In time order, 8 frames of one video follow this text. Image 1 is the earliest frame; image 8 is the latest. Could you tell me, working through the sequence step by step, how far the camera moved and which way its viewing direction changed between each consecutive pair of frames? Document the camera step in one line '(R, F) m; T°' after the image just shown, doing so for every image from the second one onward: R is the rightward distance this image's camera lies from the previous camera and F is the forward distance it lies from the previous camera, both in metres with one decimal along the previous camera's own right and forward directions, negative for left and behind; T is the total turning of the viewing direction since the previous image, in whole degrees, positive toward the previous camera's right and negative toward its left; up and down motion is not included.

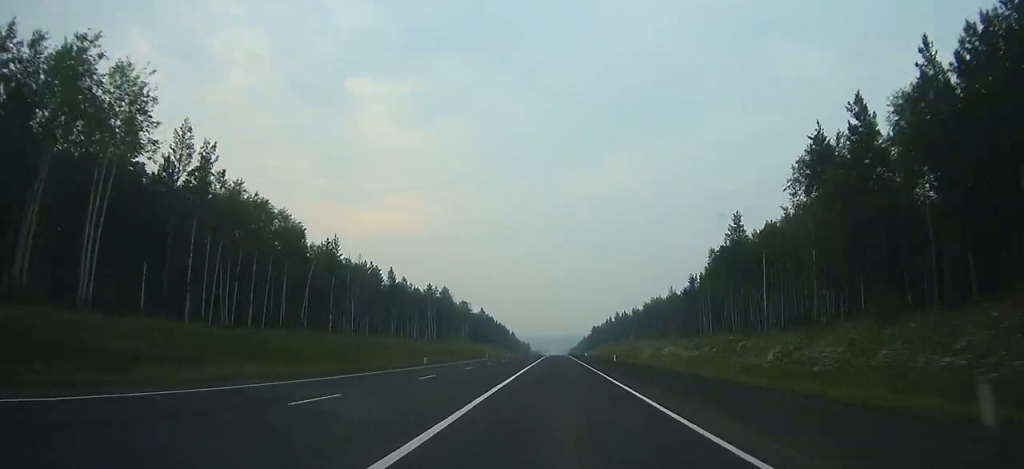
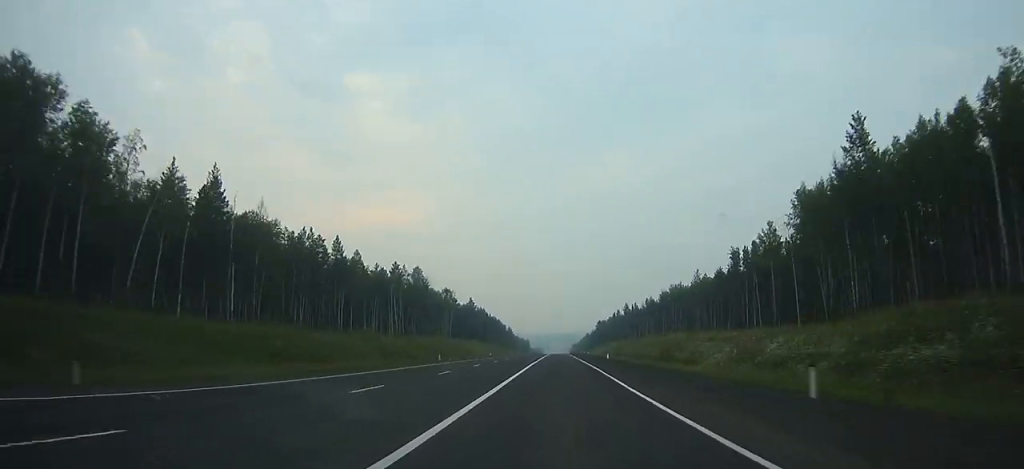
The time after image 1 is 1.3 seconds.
(0.0, +44.2) m; 0°
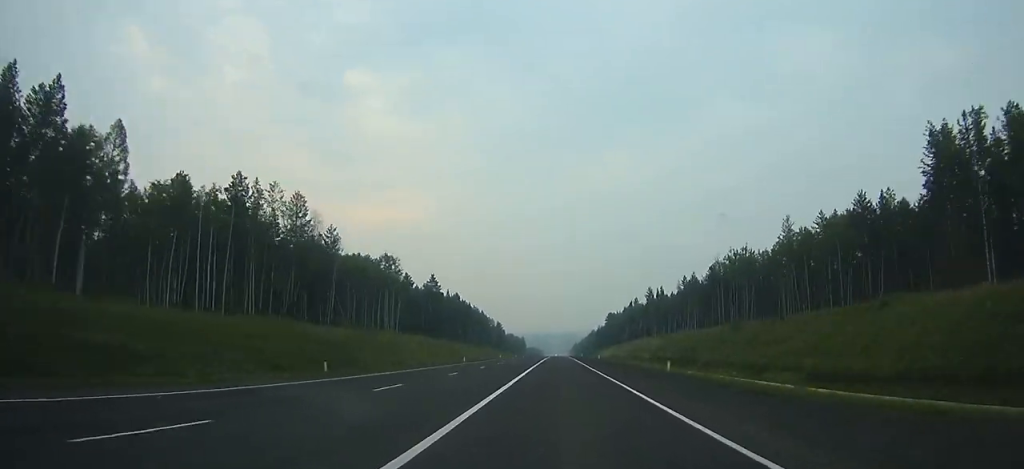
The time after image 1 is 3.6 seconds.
(-0.1, +79.1) m; 0°
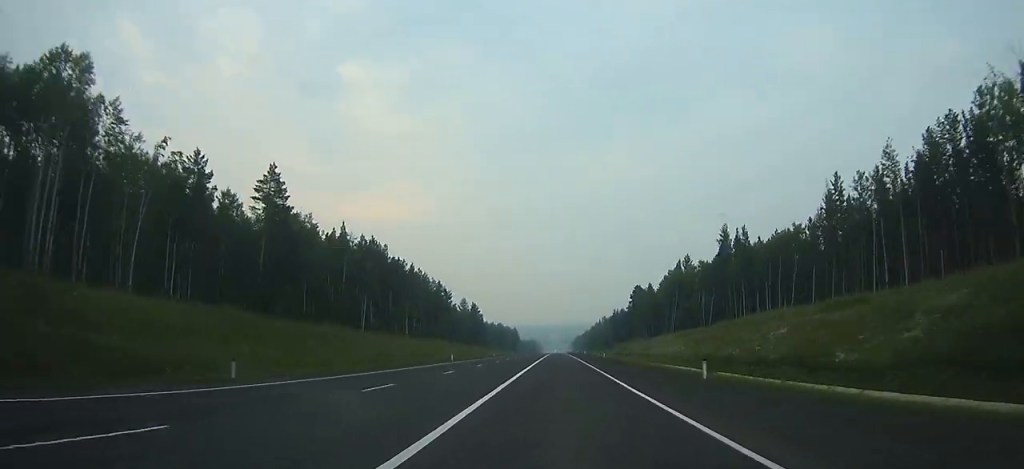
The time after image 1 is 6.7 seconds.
(0.0, +113.1) m; 0°
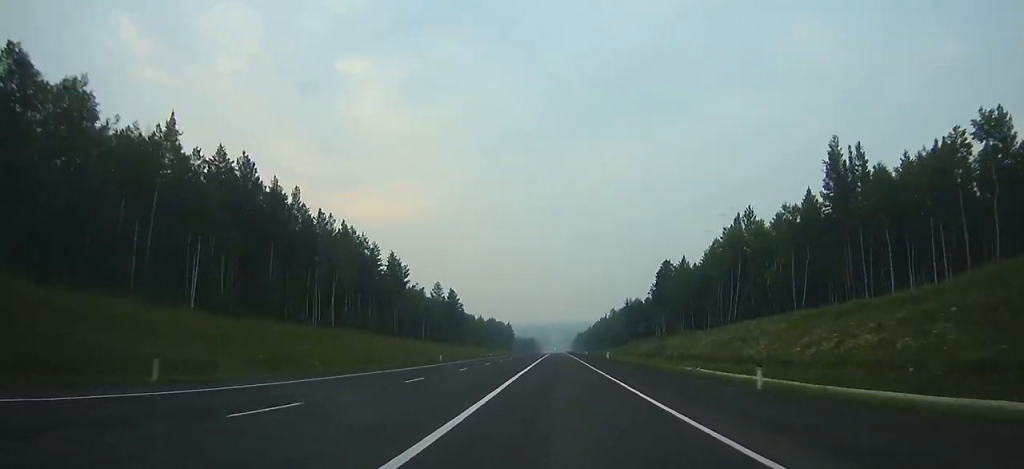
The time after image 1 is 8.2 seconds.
(-0.1, +55.2) m; 0°
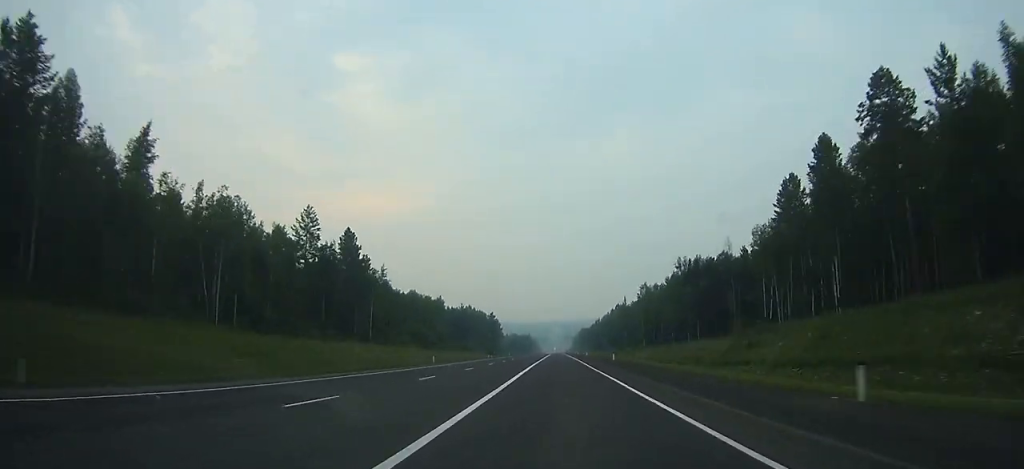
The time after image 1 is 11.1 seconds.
(+0.1, +106.0) m; 0°
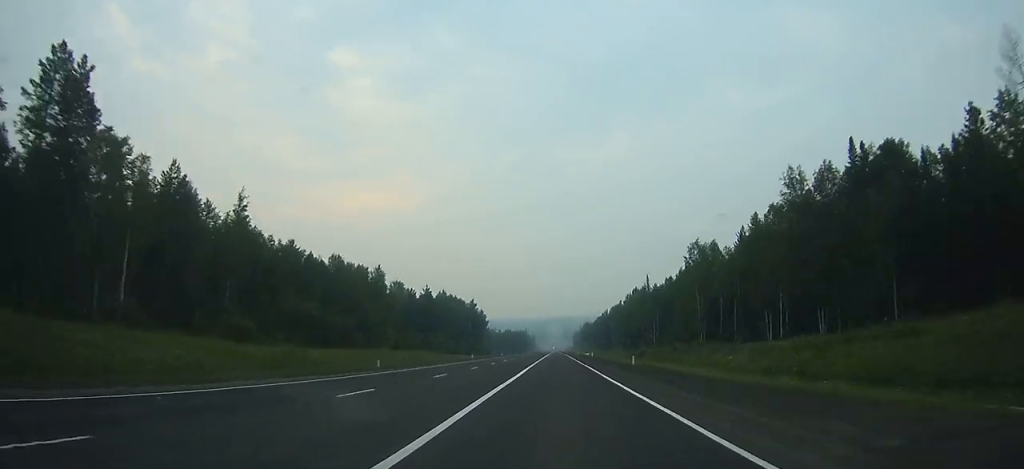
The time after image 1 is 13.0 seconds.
(+0.1, +68.8) m; 0°
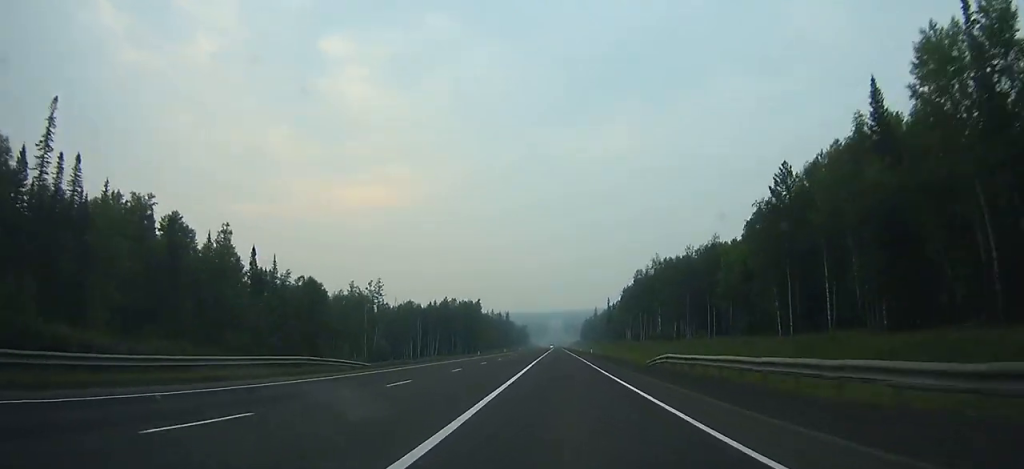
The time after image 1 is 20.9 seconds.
(-0.3, +292.7) m; 0°
